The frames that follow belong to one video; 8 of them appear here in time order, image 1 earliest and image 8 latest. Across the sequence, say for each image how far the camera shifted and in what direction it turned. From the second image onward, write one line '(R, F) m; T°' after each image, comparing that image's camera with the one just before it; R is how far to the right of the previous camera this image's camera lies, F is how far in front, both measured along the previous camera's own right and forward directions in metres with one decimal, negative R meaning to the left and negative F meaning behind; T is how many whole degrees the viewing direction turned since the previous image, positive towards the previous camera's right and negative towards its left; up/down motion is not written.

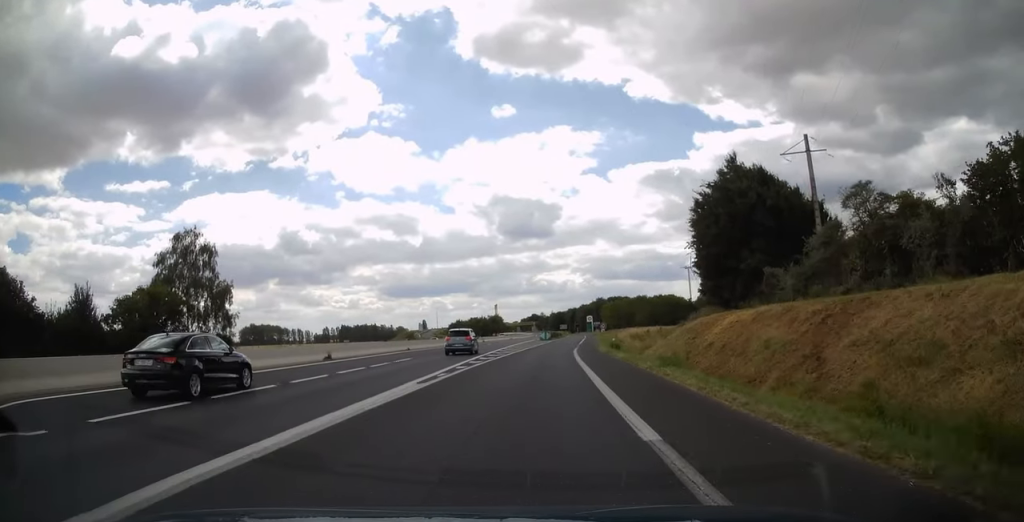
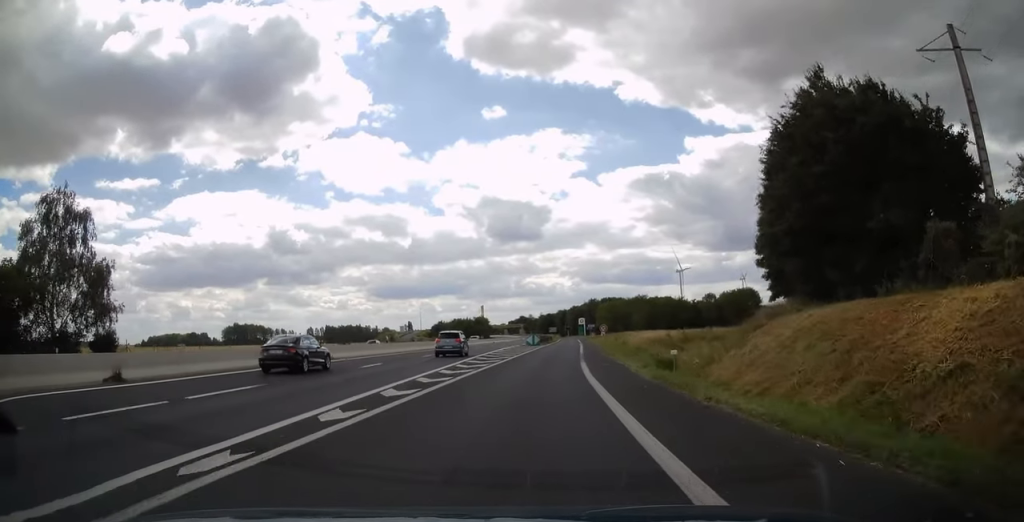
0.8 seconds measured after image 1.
(+0.3, +17.8) m; +2°
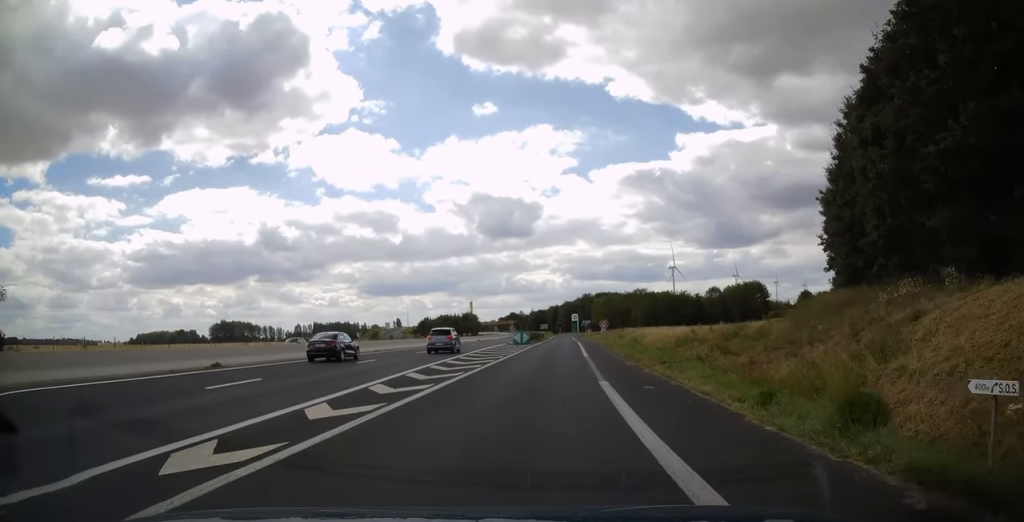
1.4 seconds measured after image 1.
(+0.2, +12.4) m; +1°
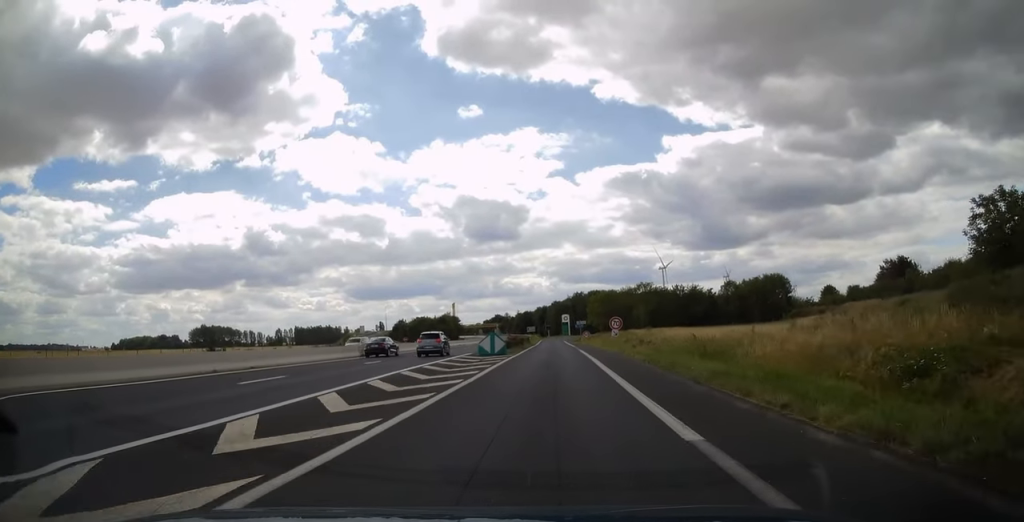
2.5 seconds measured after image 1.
(+0.3, +23.2) m; +1°
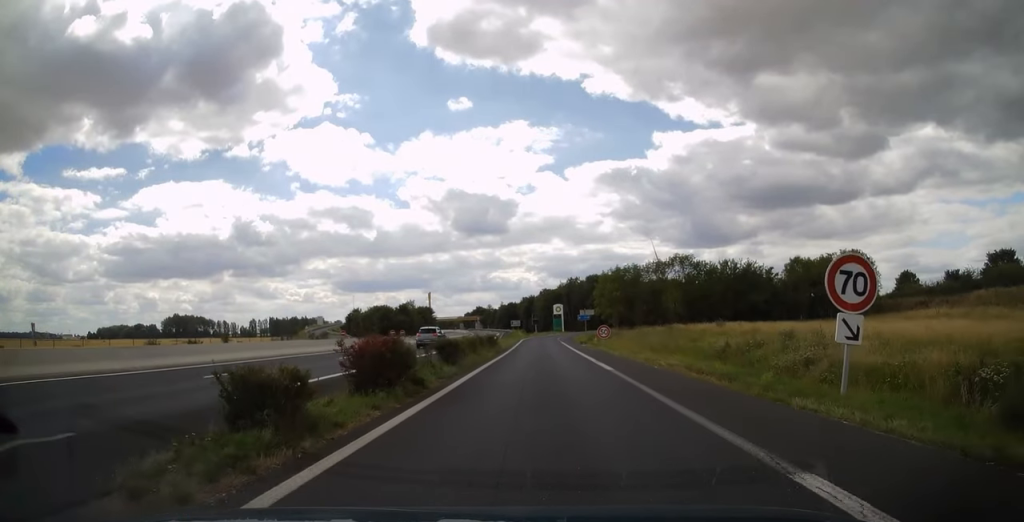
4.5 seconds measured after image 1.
(+1.0, +41.3) m; +2°
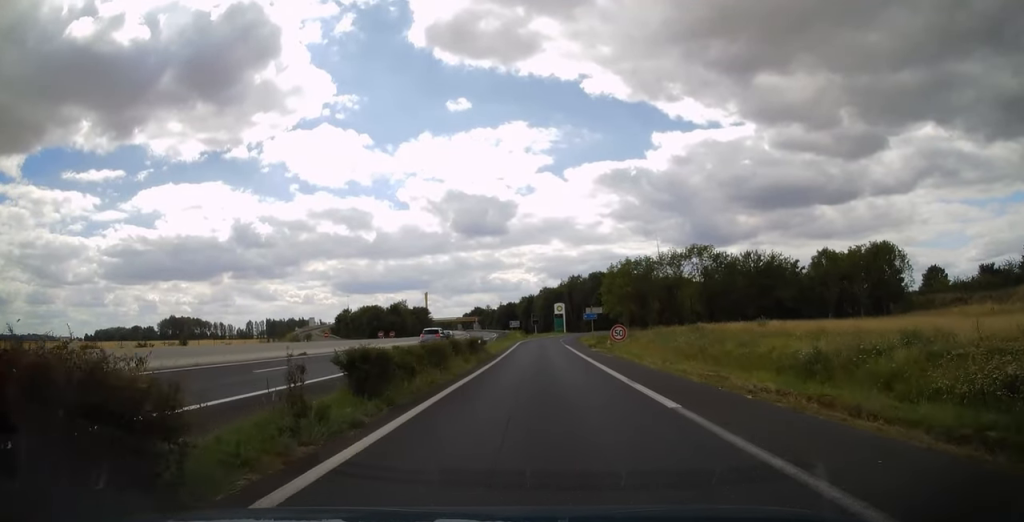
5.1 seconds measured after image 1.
(+0.2, +9.8) m; 0°
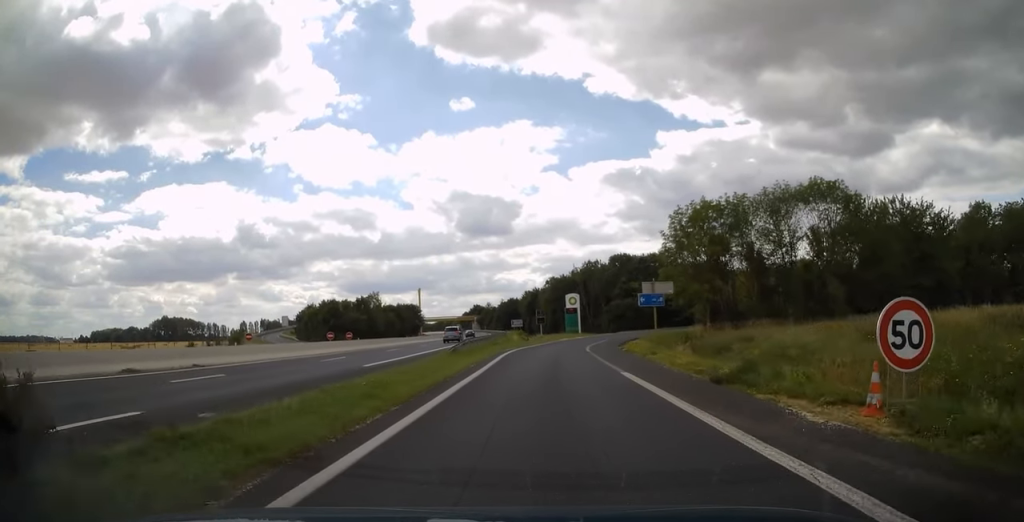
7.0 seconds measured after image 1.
(-0.2, +32.3) m; -1°
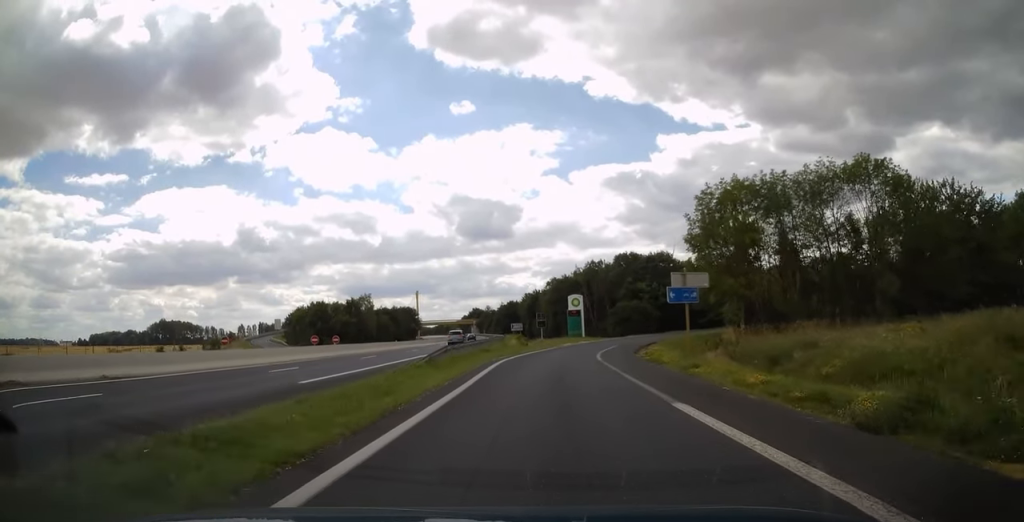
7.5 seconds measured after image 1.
(-0.3, +6.5) m; 0°
